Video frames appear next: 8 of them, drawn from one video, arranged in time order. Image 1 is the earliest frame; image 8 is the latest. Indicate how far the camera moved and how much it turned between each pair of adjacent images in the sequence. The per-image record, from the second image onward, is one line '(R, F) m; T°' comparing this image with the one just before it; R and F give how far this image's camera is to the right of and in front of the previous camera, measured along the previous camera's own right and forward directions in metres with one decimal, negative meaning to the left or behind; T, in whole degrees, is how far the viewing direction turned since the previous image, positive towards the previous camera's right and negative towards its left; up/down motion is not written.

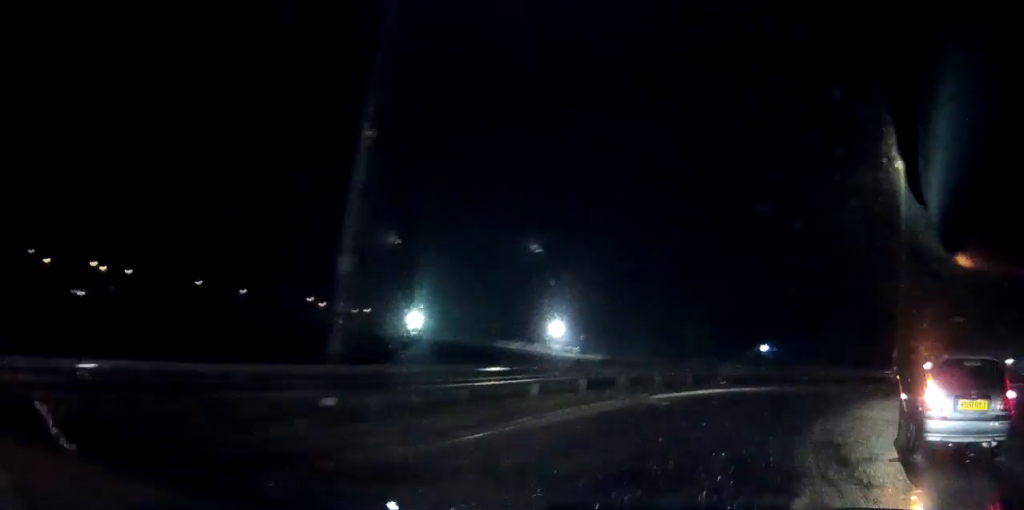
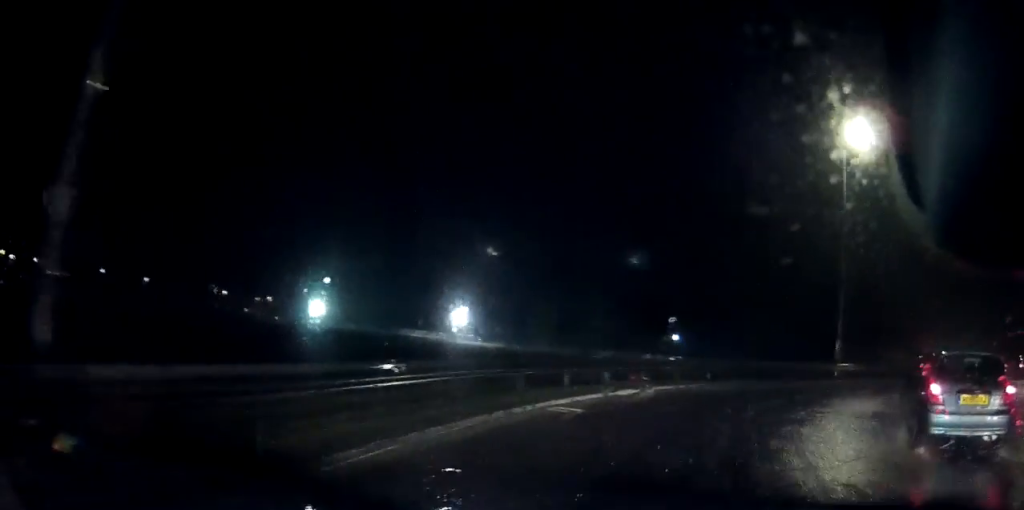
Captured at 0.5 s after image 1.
(+0.1, +3.5) m; +4°
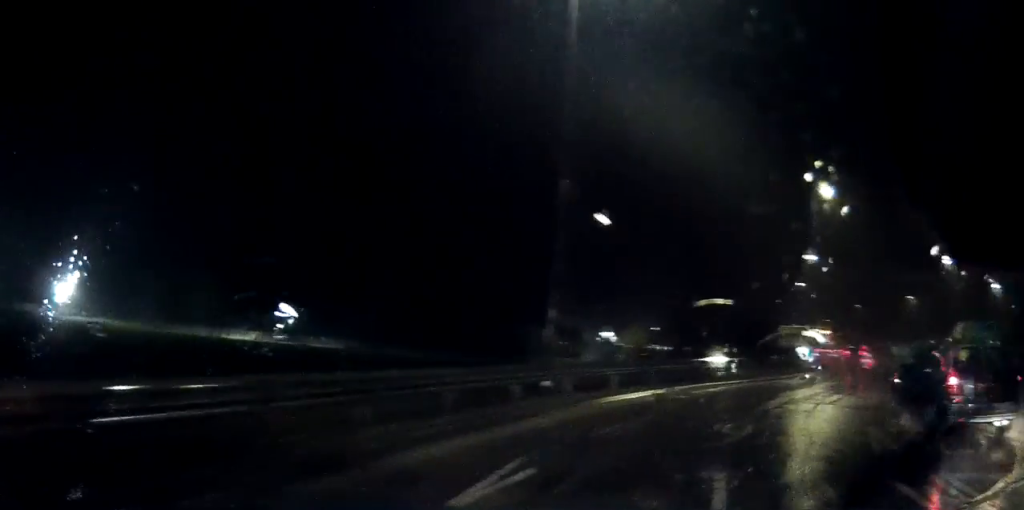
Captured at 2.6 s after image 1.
(+5.0, +16.5) m; +36°
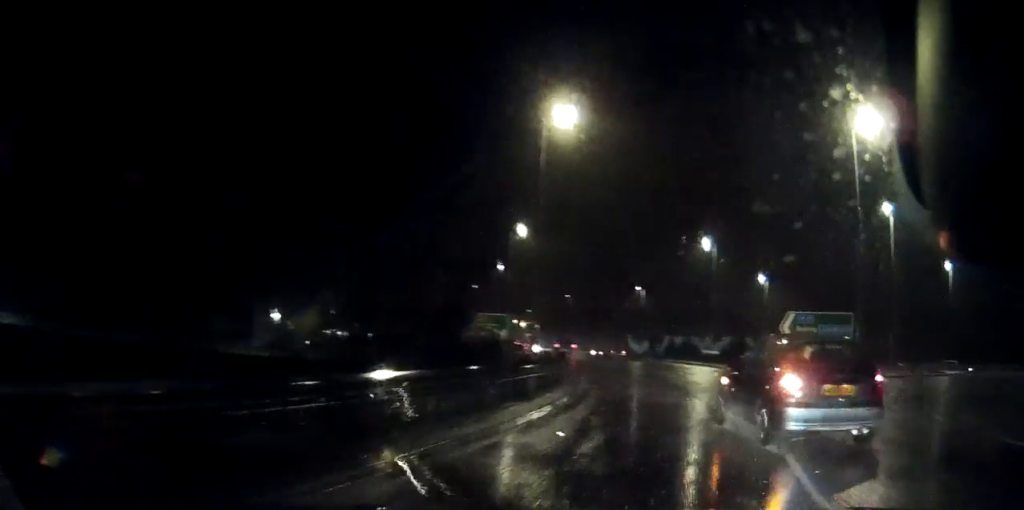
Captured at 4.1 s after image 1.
(+2.2, +14.2) m; +19°
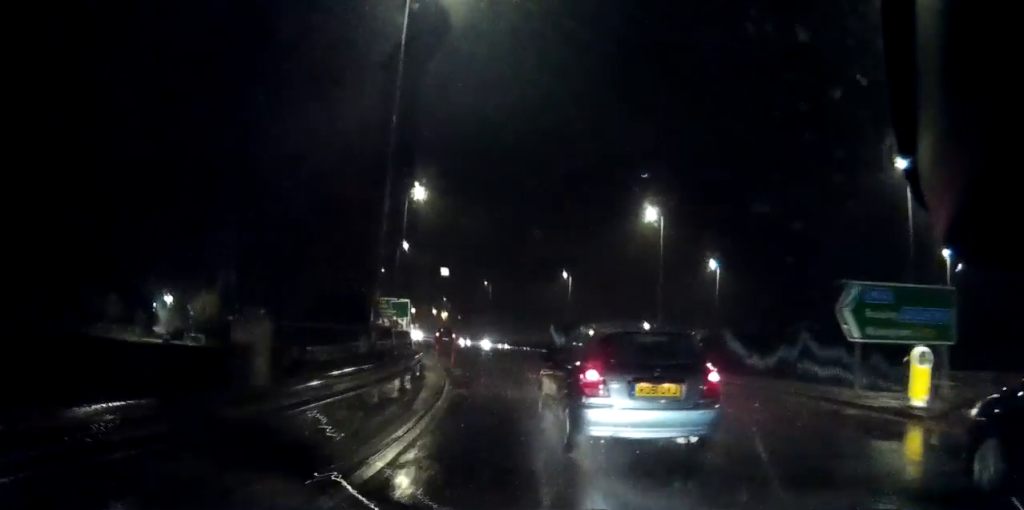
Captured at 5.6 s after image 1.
(+3.1, +13.3) m; +20°
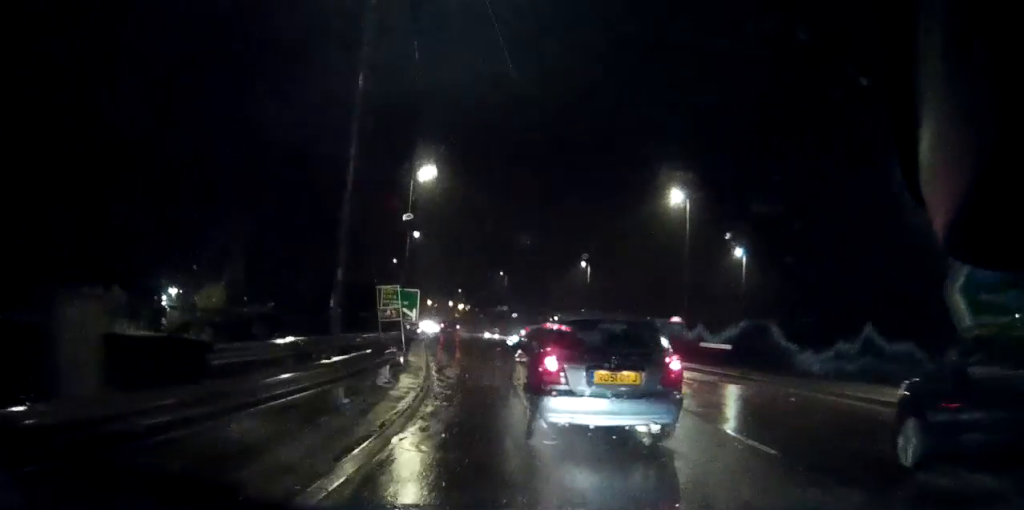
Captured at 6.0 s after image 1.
(+0.3, +4.6) m; +3°
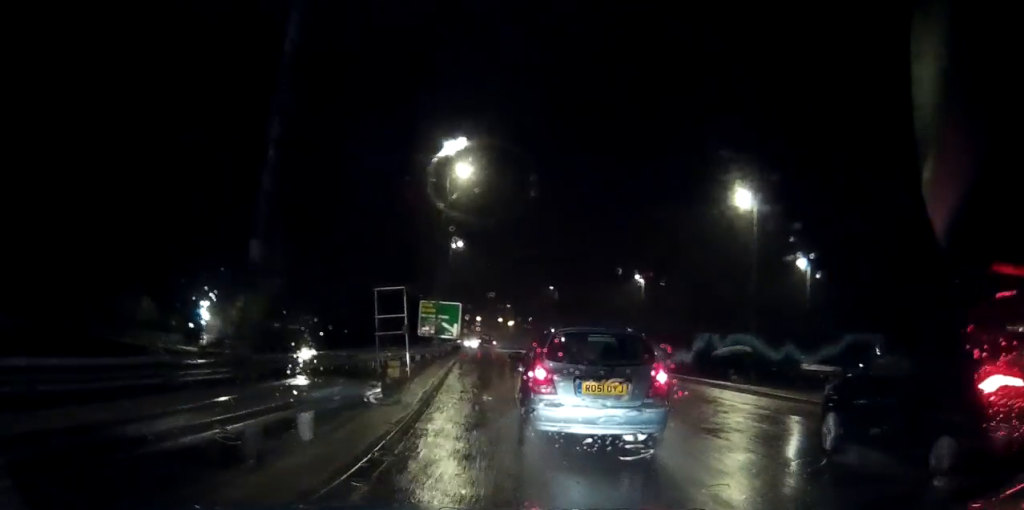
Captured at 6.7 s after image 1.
(+0.2, +6.2) m; +2°
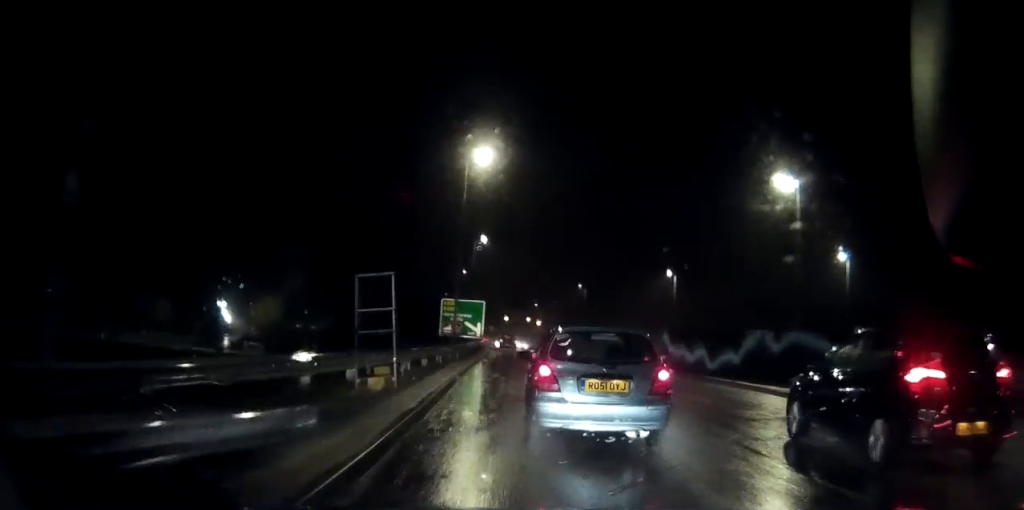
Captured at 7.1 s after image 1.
(0.0, +3.9) m; 0°
